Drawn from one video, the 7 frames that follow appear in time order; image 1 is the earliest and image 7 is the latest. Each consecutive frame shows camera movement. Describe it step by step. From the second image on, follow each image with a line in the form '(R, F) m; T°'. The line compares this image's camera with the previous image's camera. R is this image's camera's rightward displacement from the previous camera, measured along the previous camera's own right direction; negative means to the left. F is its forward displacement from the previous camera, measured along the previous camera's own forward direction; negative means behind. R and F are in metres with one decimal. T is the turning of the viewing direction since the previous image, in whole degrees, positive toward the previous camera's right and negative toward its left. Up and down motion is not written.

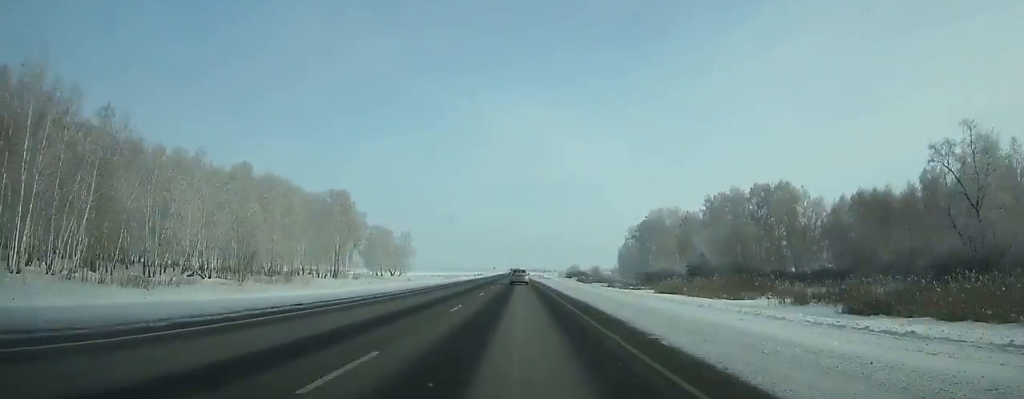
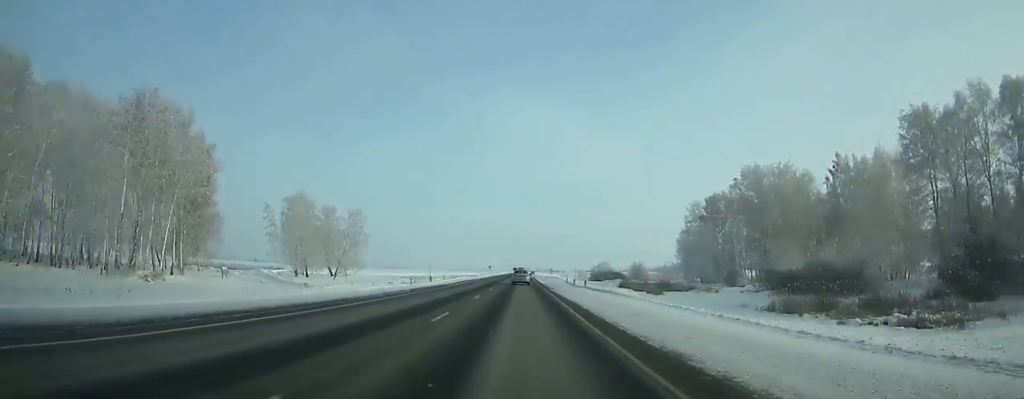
(-0.4, +75.4) m; 0°
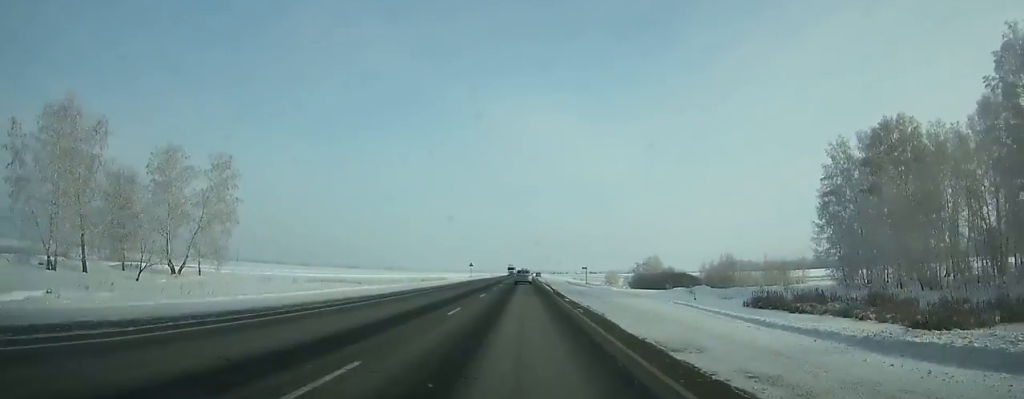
(-0.1, +70.6) m; 0°
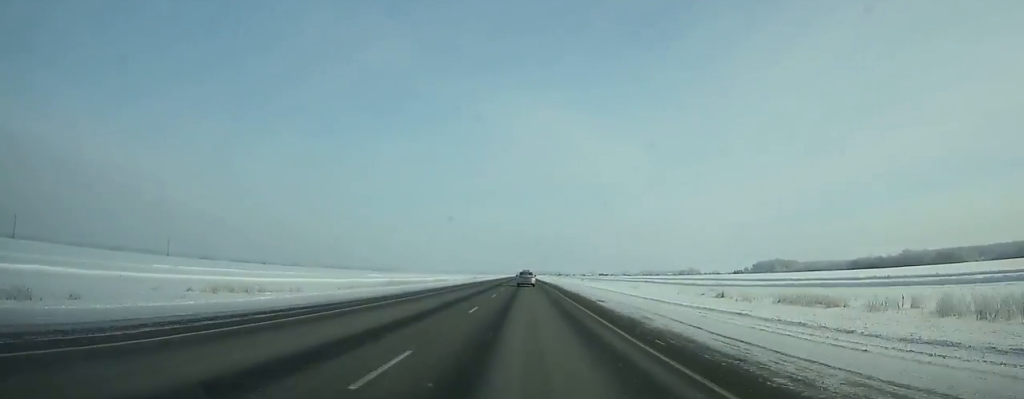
(+0.1, +191.0) m; 0°
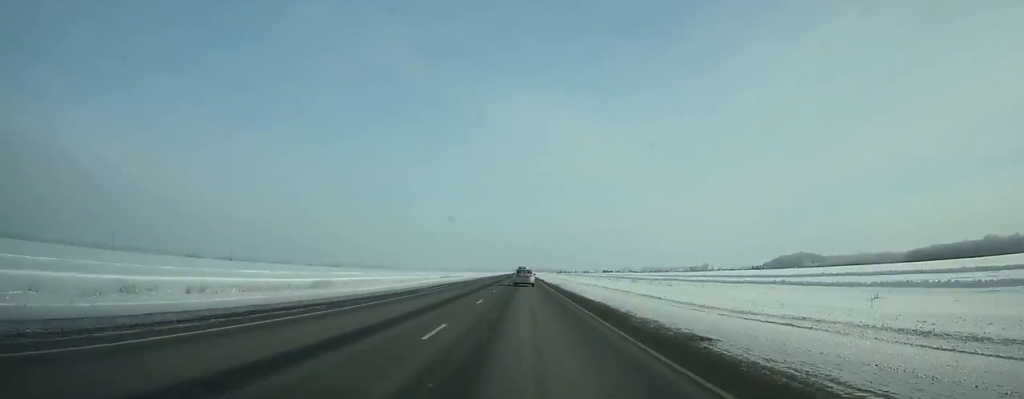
(0.0, +101.3) m; 0°
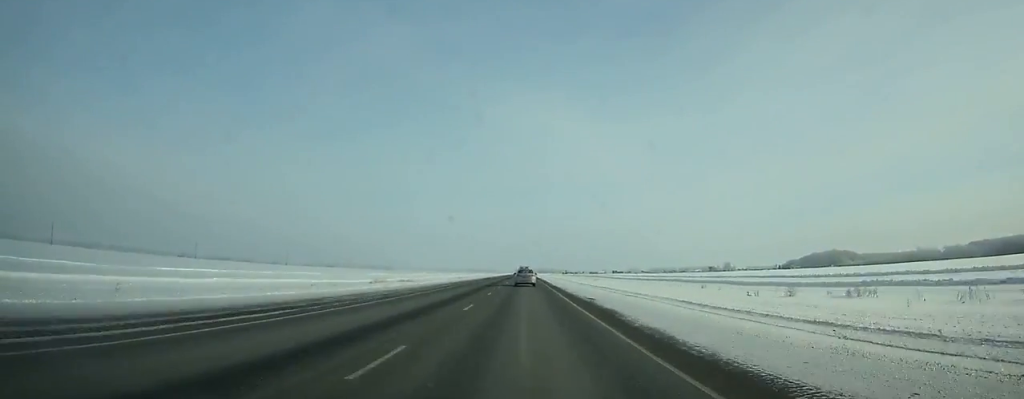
(-0.2, +100.1) m; 0°
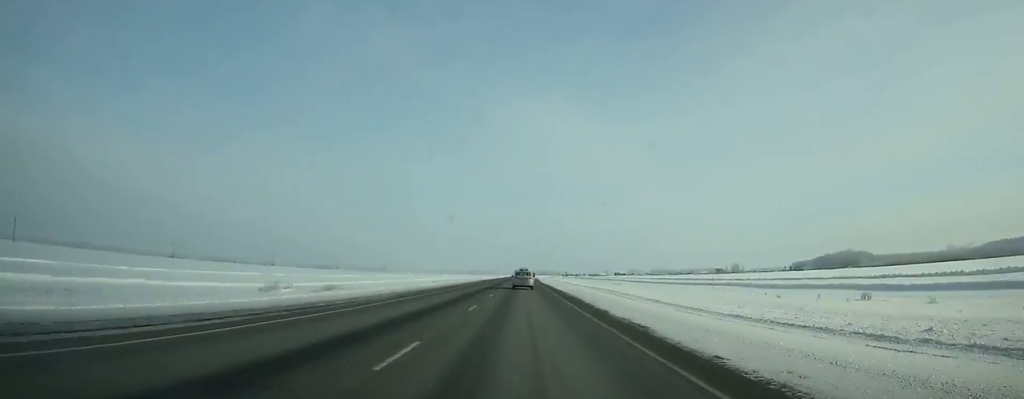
(0.0, +47.3) m; 0°
